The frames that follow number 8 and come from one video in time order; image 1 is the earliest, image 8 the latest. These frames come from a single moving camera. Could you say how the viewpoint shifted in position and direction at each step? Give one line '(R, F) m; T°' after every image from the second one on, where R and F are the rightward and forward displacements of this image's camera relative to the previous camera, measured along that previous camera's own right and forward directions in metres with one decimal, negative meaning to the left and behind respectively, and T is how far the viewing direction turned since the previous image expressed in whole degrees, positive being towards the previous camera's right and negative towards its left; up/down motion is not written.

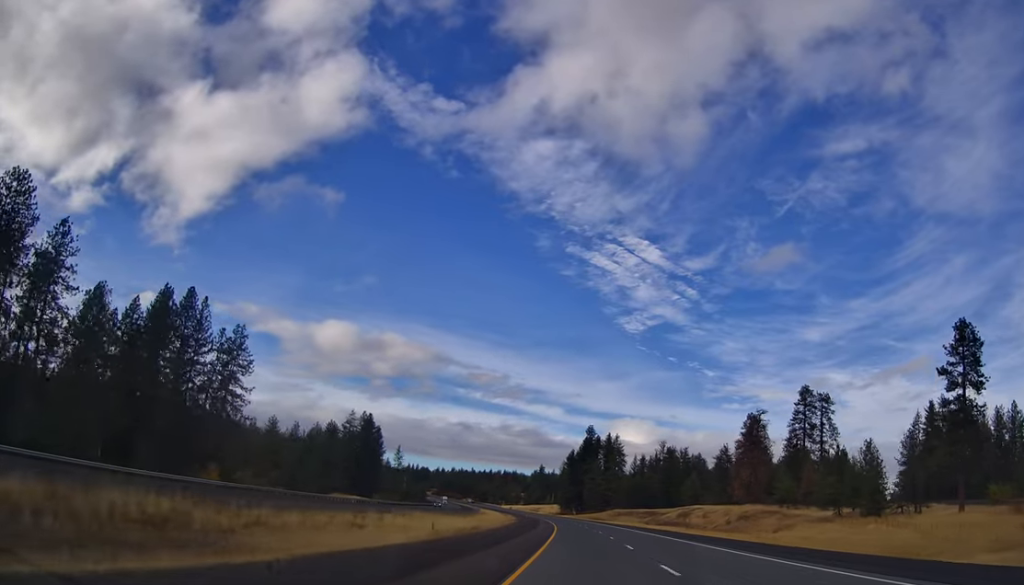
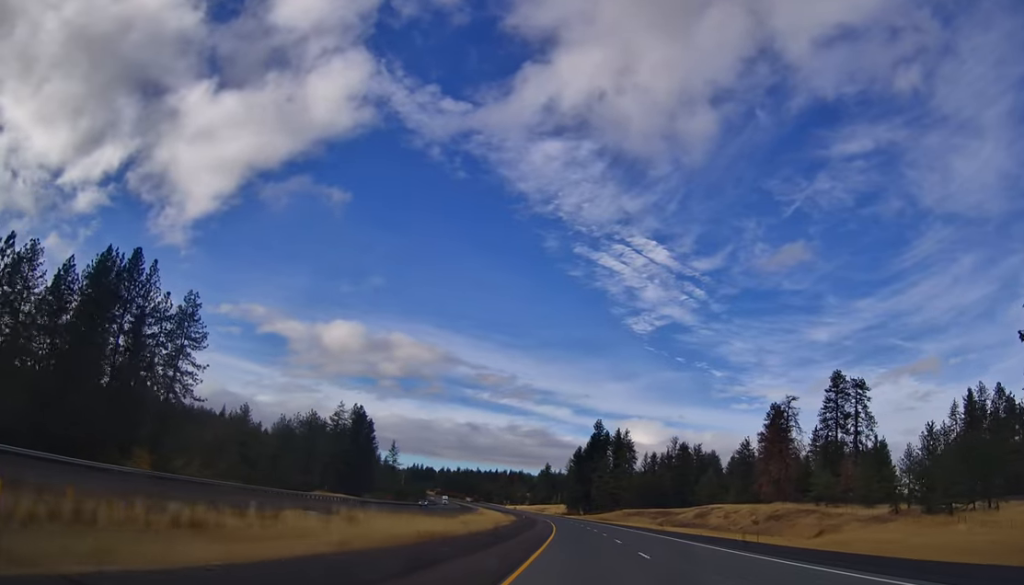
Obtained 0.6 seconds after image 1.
(-0.4, +18.3) m; -1°
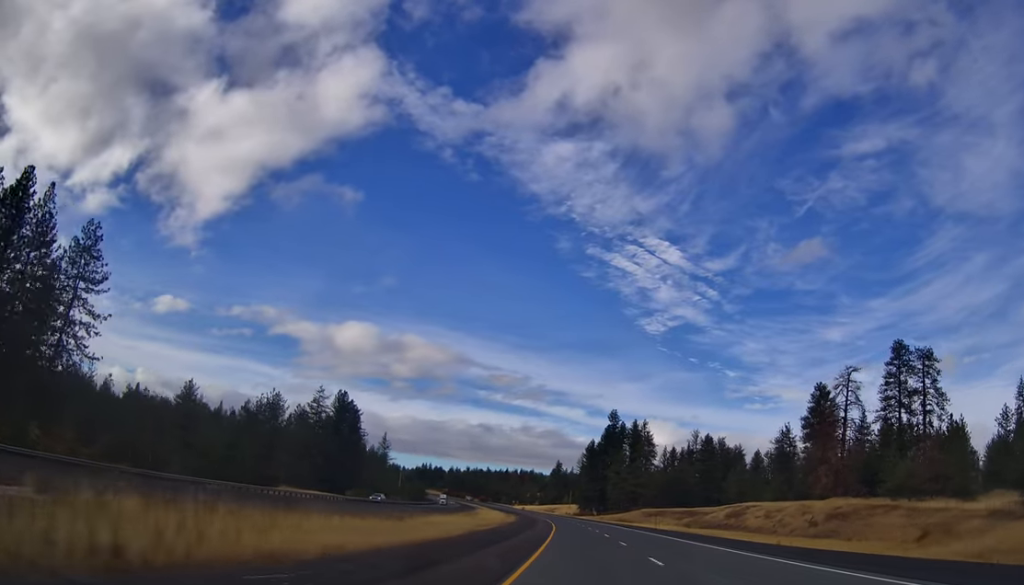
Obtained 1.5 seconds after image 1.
(-0.5, +27.5) m; -1°
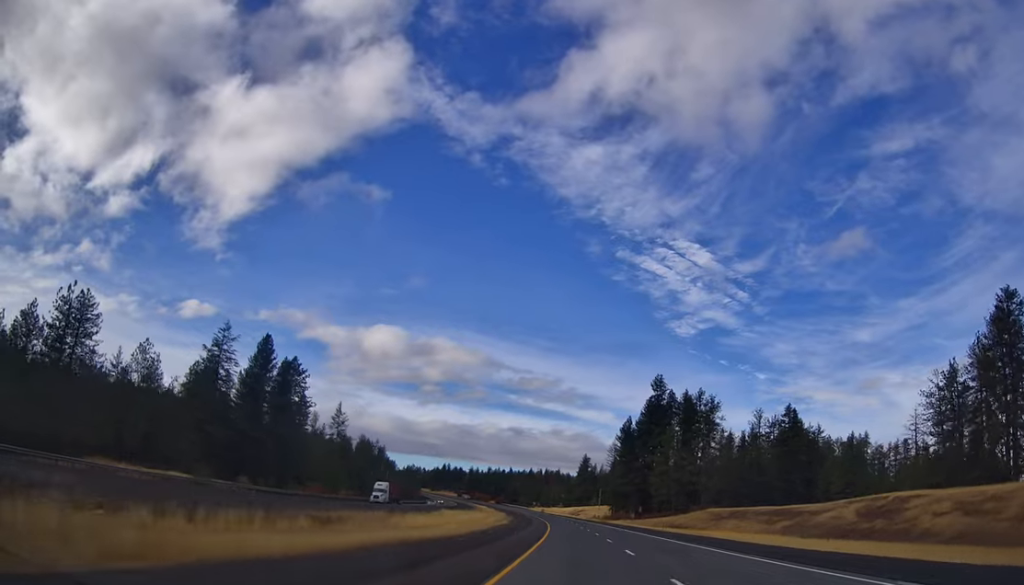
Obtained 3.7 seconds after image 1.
(-1.2, +68.1) m; -3°
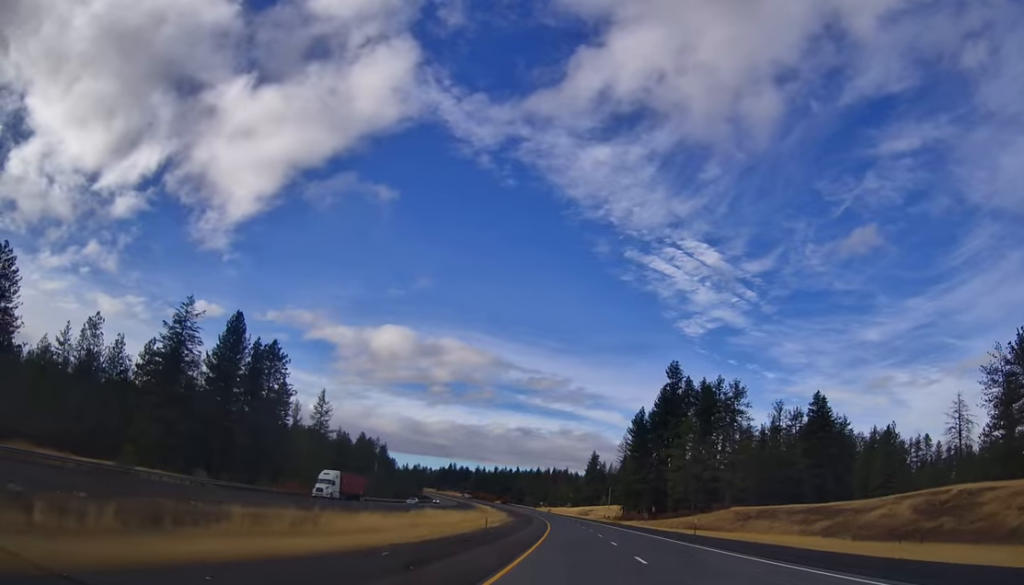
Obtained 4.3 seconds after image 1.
(-0.1, +16.2) m; -1°
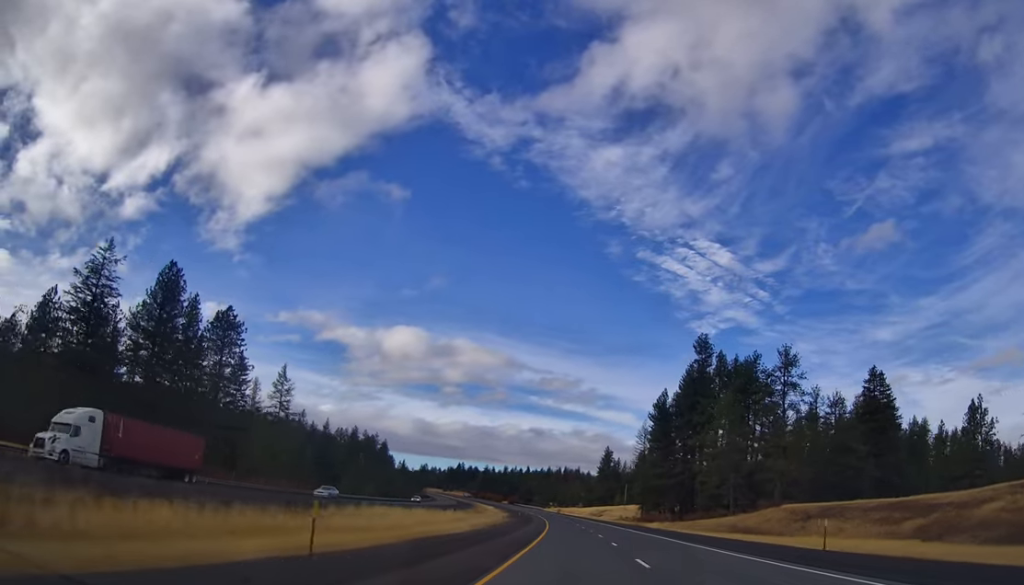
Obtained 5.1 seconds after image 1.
(-0.7, +26.3) m; -2°
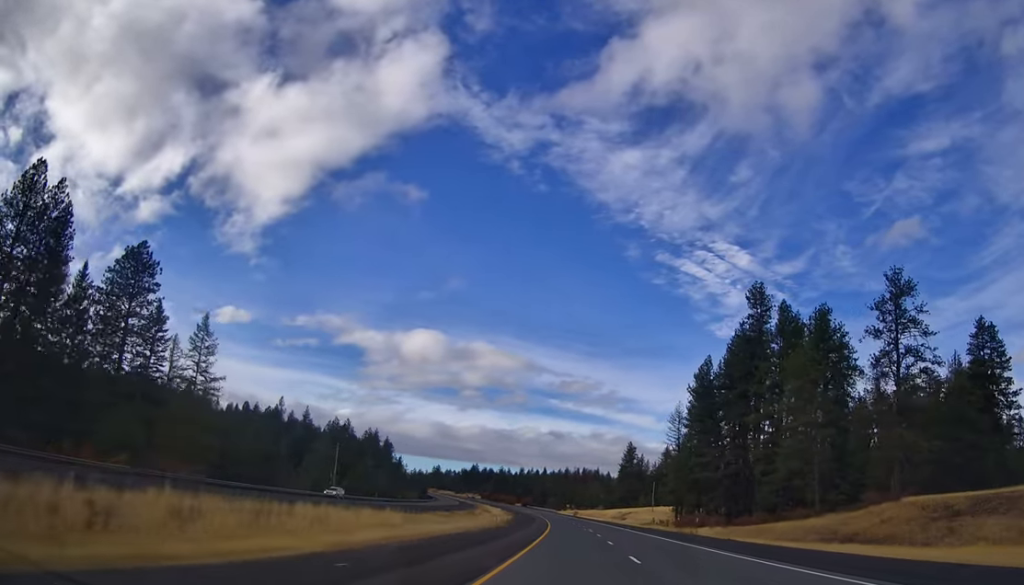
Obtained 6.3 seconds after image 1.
(0.0, +34.3) m; 0°
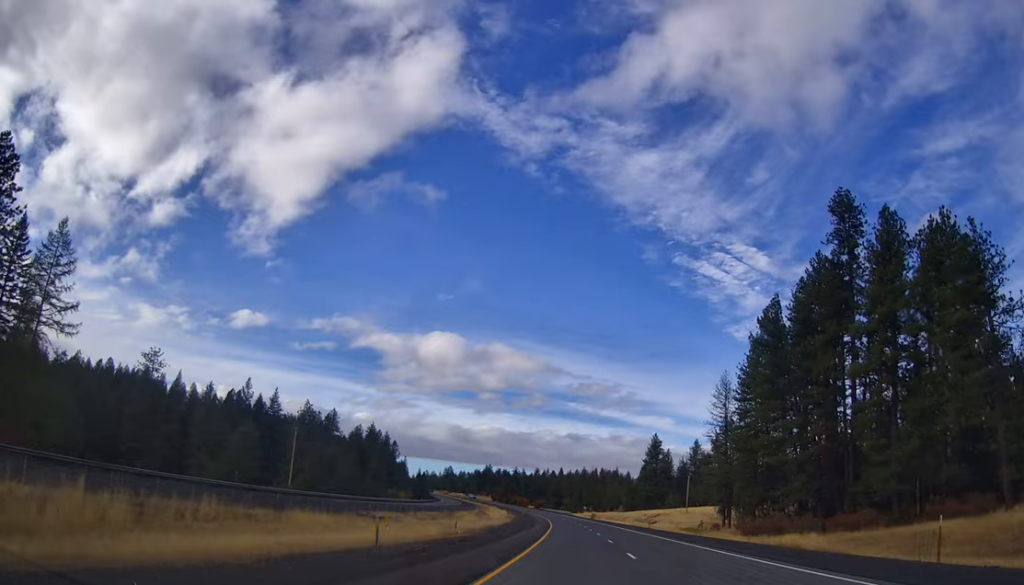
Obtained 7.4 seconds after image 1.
(0.0, +34.4) m; -1°
